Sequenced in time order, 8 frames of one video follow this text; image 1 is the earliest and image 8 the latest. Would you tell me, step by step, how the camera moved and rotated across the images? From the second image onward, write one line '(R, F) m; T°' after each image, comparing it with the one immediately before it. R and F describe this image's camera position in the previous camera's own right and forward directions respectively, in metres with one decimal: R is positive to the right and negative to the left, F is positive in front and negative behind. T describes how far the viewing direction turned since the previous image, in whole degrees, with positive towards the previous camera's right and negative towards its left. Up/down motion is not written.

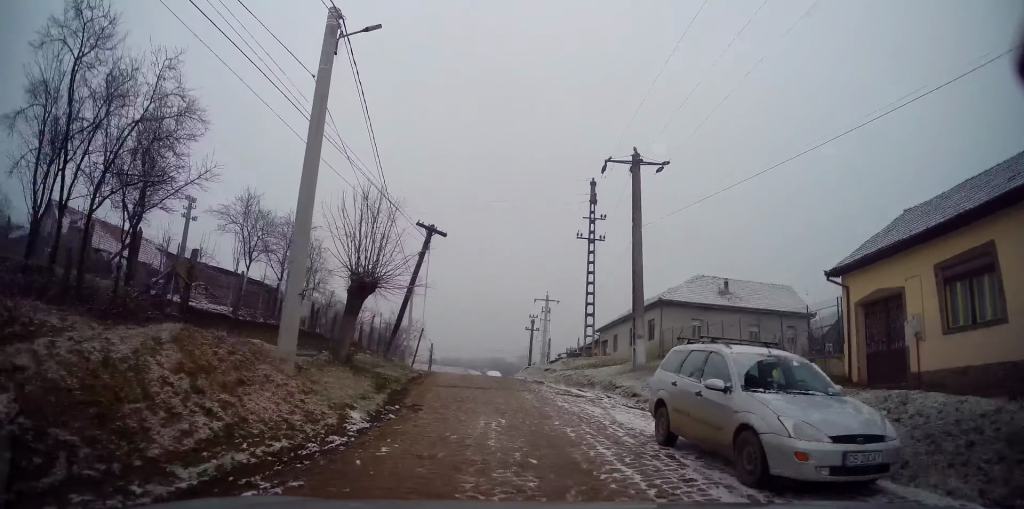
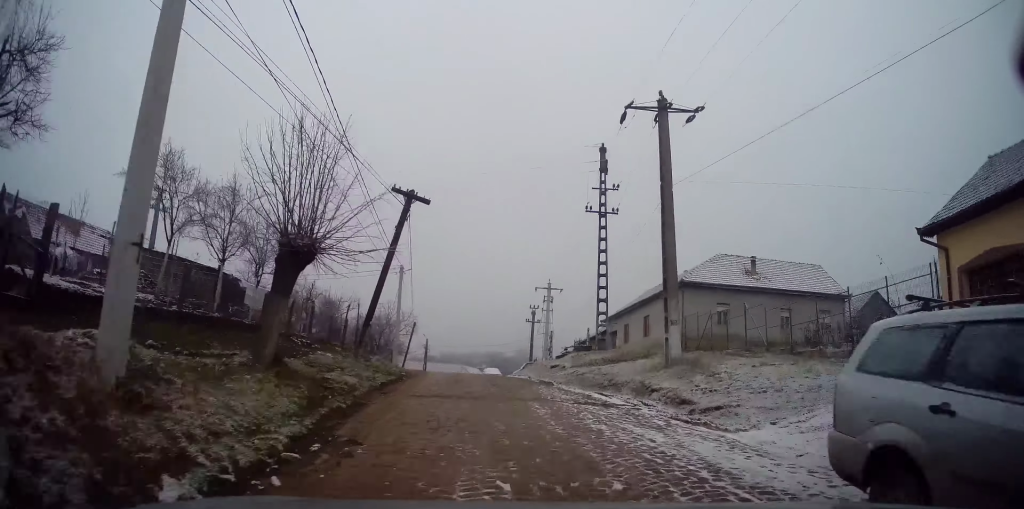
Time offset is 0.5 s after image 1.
(0.0, +4.8) m; 0°
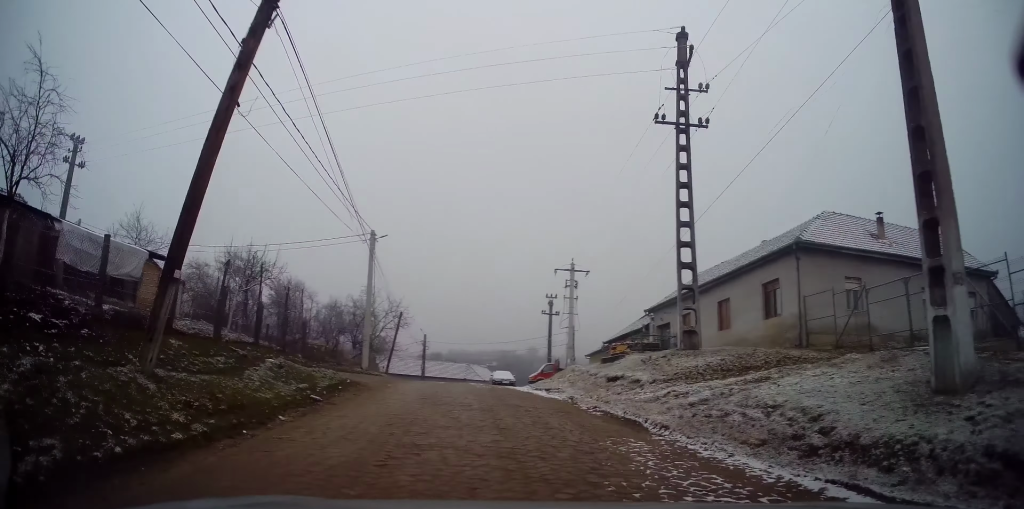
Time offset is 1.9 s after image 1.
(-0.3, +12.4) m; -2°
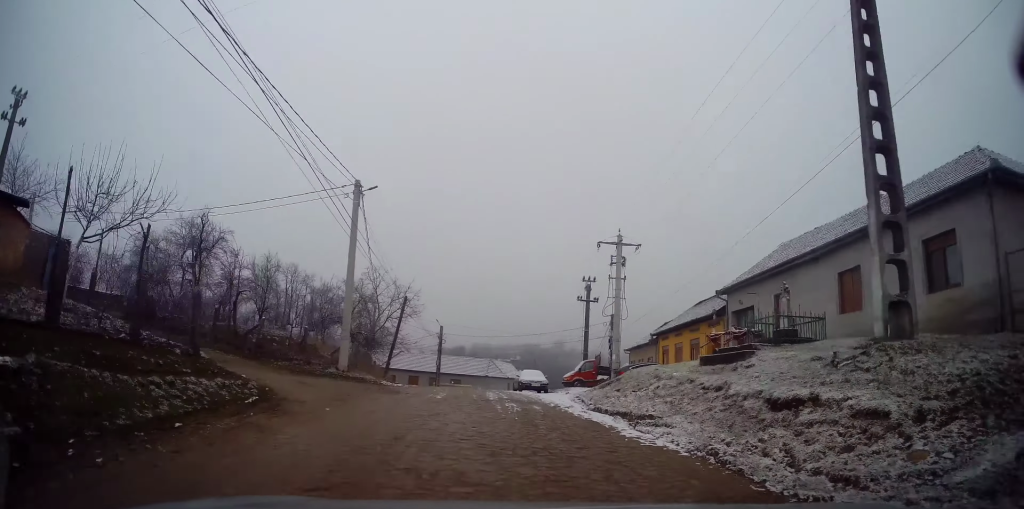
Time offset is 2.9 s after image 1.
(-0.1, +8.6) m; -2°
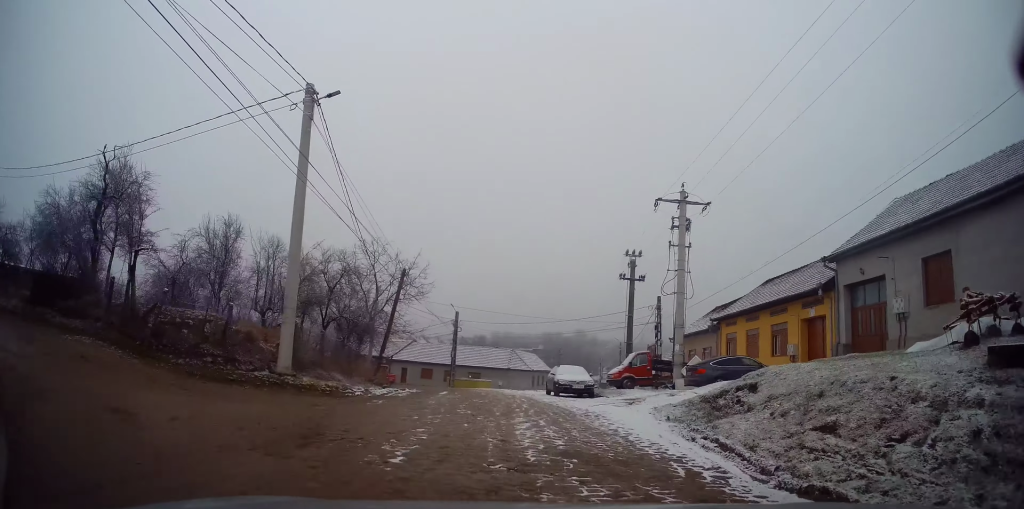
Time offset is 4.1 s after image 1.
(-0.3, +8.3) m; -3°
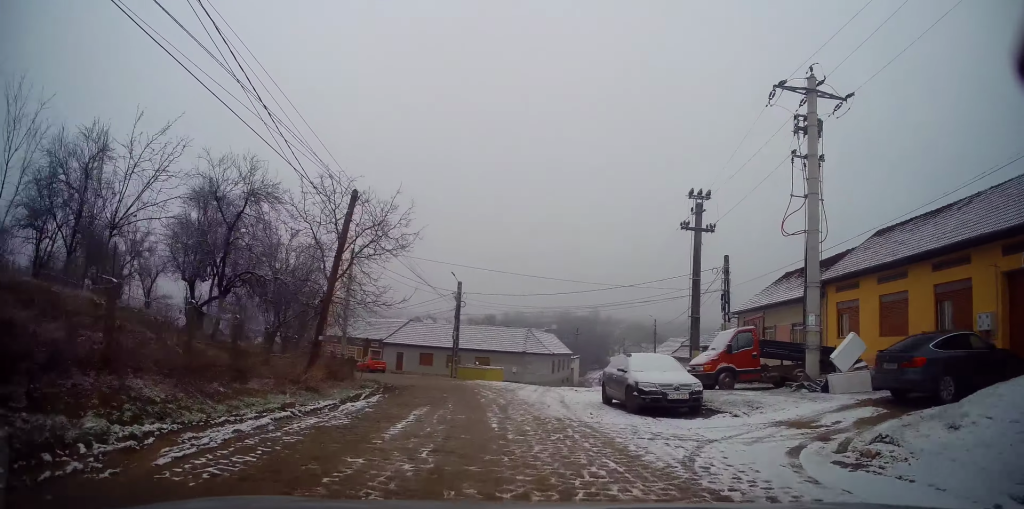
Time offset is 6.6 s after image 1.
(+0.3, +13.1) m; +3°
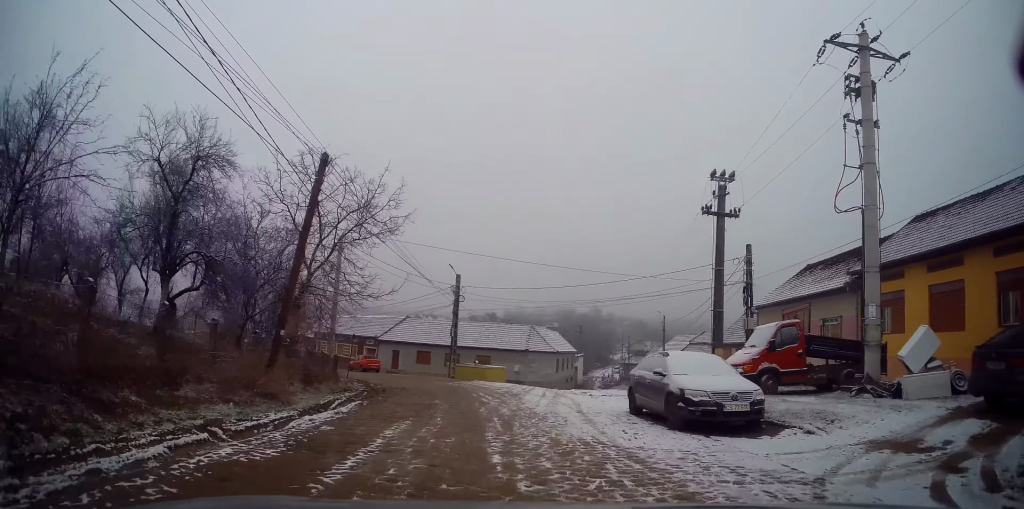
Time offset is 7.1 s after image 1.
(0.0, +3.0) m; 0°
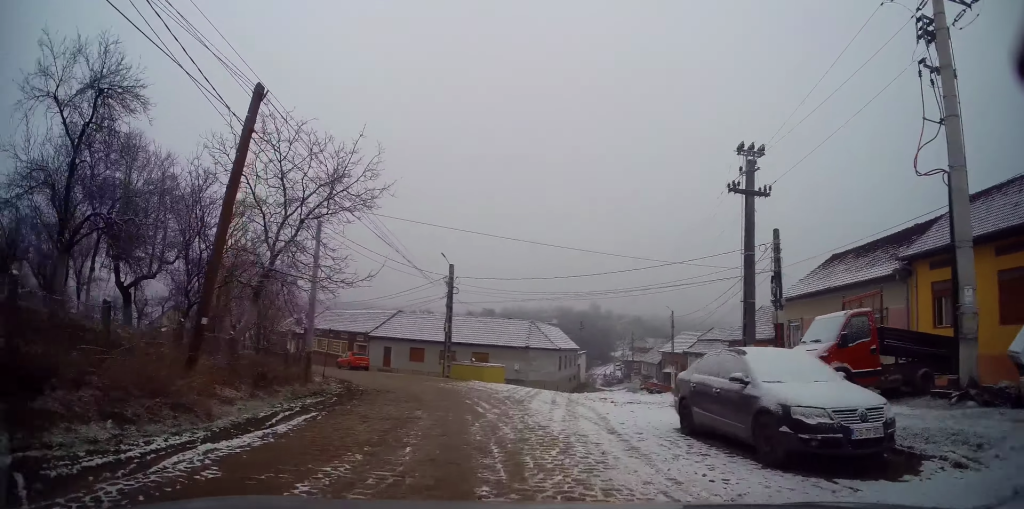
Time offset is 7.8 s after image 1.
(0.0, +3.6) m; -1°
